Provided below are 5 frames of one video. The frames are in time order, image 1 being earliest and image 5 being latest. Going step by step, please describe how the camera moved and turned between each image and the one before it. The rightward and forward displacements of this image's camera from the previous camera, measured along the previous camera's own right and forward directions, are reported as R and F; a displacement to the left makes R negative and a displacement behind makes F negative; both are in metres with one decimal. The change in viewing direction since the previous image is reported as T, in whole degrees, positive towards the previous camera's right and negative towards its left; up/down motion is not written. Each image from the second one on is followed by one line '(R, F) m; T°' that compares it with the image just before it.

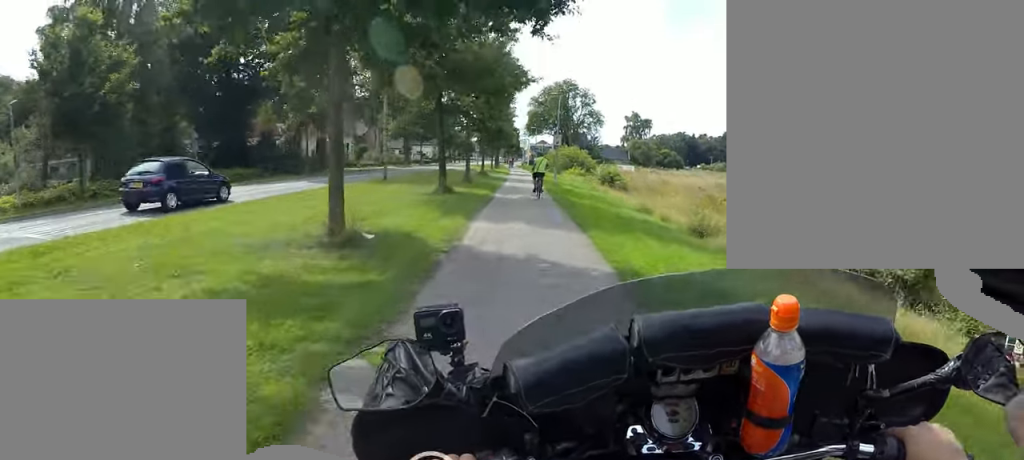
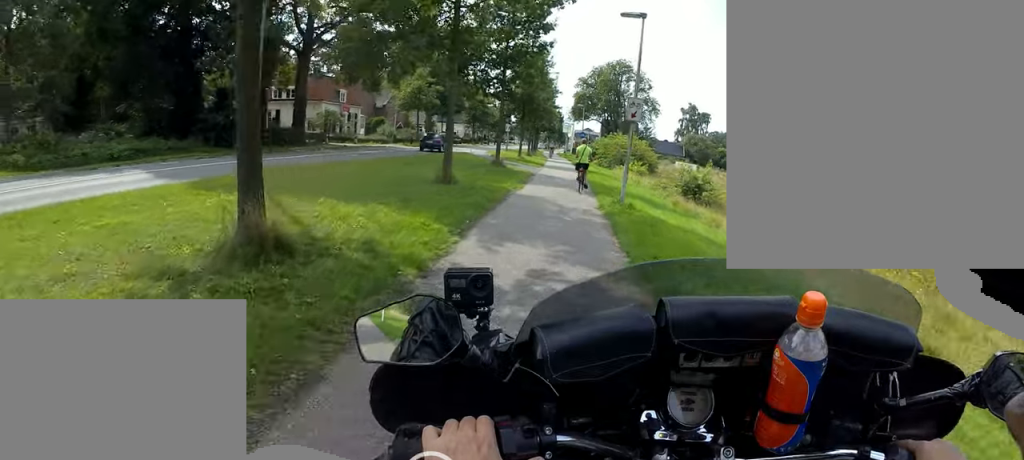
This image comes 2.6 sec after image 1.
(-2.9, +12.9) m; -17°
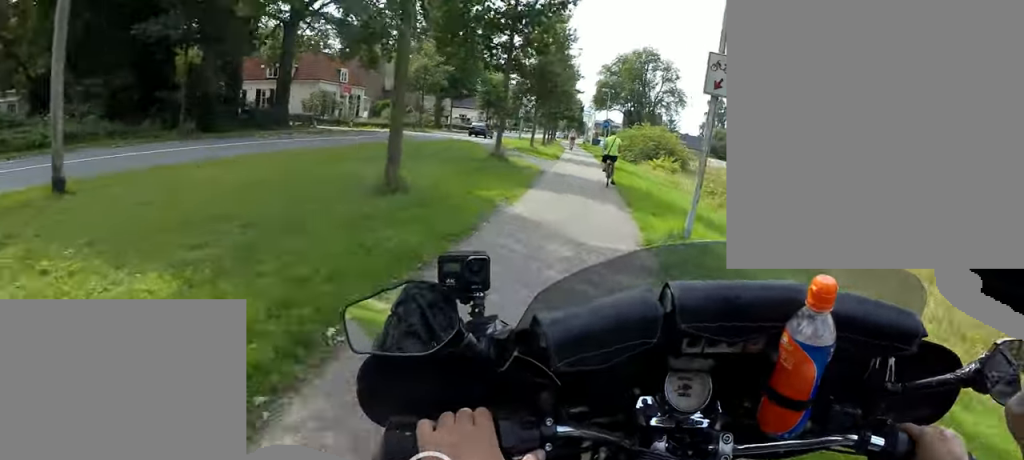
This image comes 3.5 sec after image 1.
(+0.4, +5.7) m; +3°
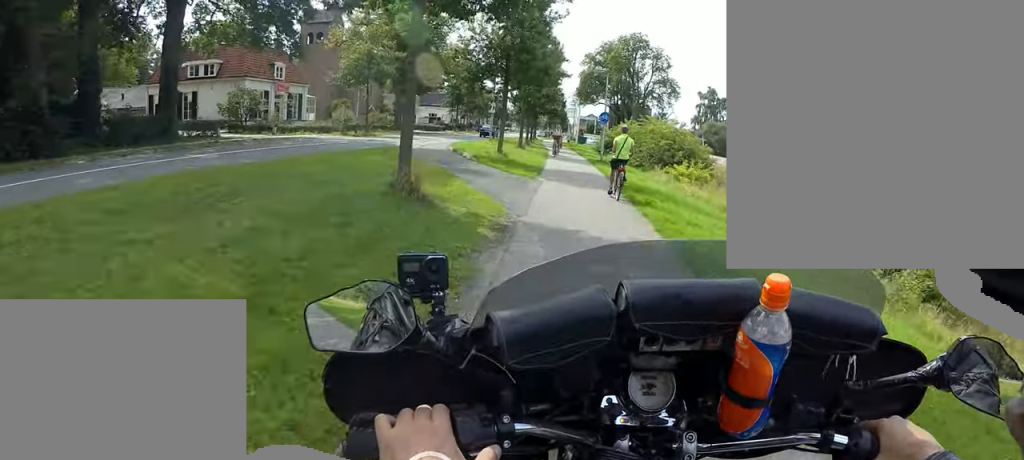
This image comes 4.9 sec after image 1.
(+0.6, +9.6) m; +3°
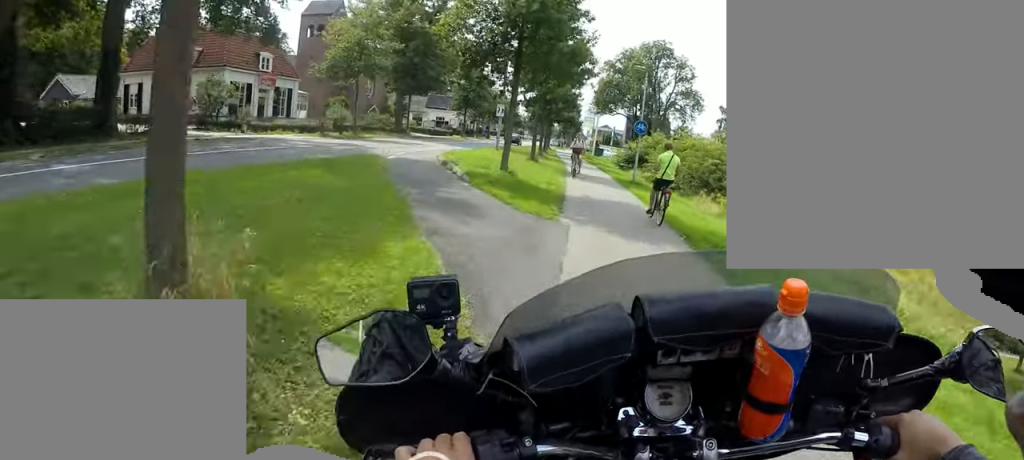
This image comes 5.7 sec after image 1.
(-0.3, +4.9) m; -5°
